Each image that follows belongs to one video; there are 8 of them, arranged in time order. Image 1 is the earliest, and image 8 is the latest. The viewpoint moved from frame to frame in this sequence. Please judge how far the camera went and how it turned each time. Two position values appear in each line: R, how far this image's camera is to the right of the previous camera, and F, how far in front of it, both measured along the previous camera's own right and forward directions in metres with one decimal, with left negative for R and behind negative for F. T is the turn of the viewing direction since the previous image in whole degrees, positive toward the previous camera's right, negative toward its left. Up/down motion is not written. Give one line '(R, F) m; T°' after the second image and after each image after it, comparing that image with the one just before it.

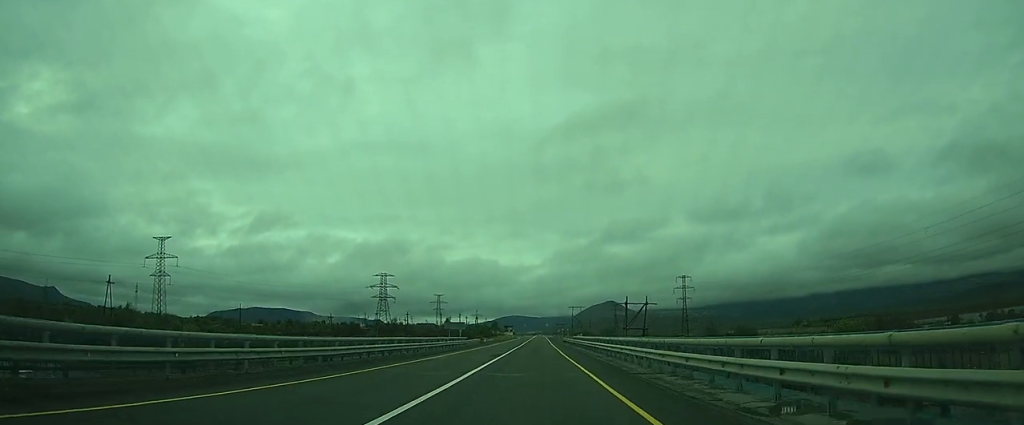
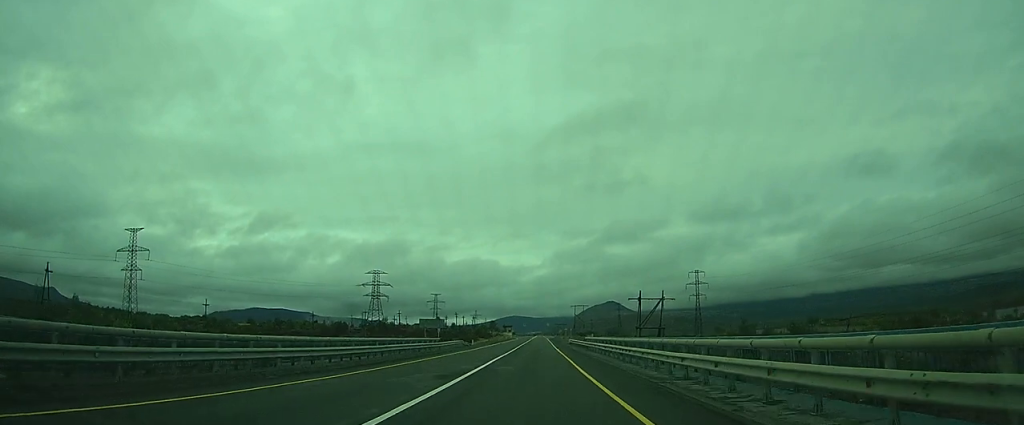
(0.0, +18.0) m; 0°
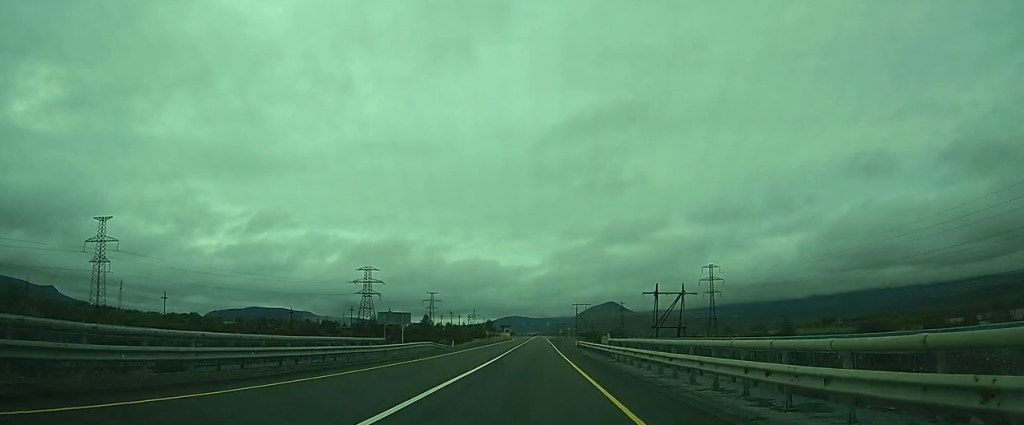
(0.0, +17.3) m; -1°
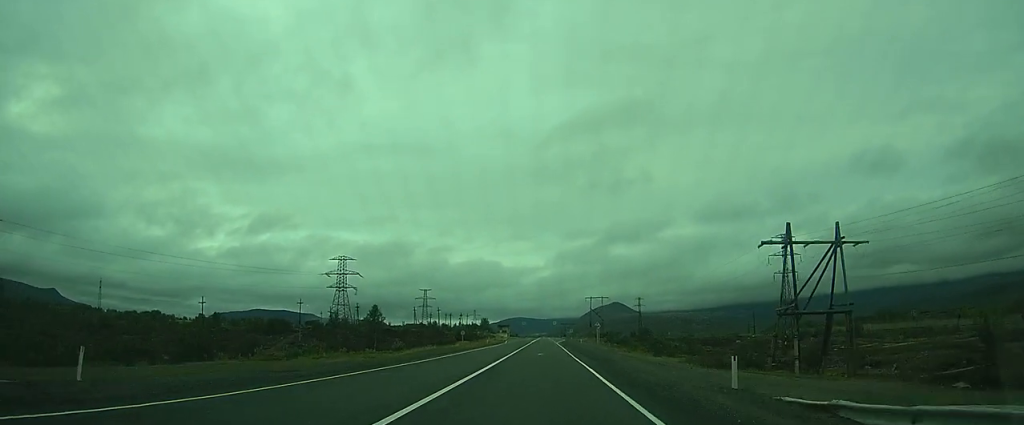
(-0.2, +53.0) m; +1°
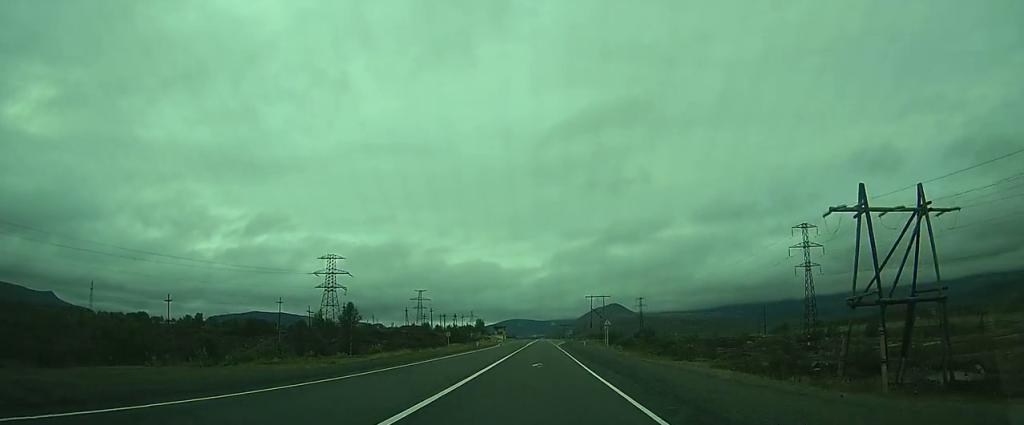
(+0.1, +12.3) m; +1°
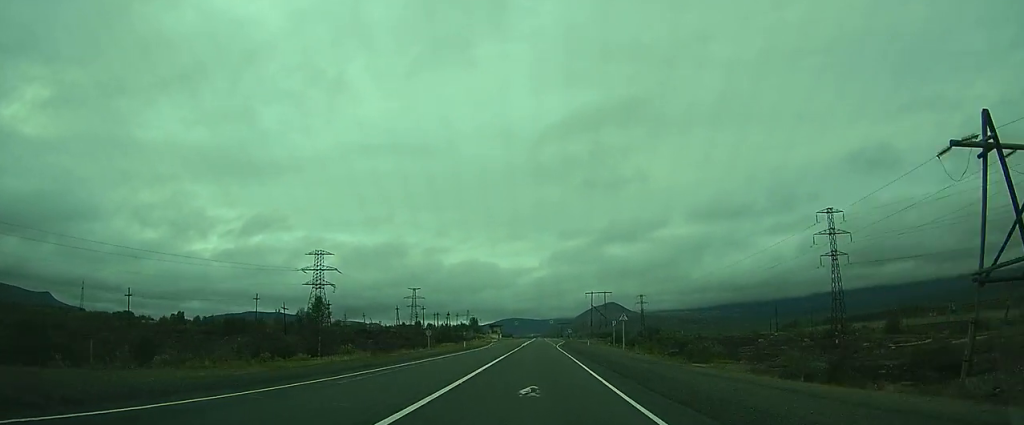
(0.0, +12.3) m; 0°
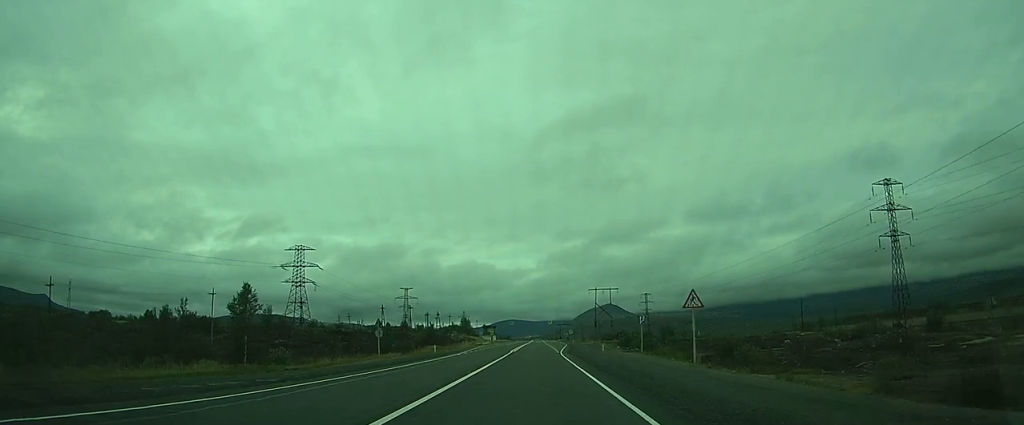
(+0.1, +20.3) m; 0°
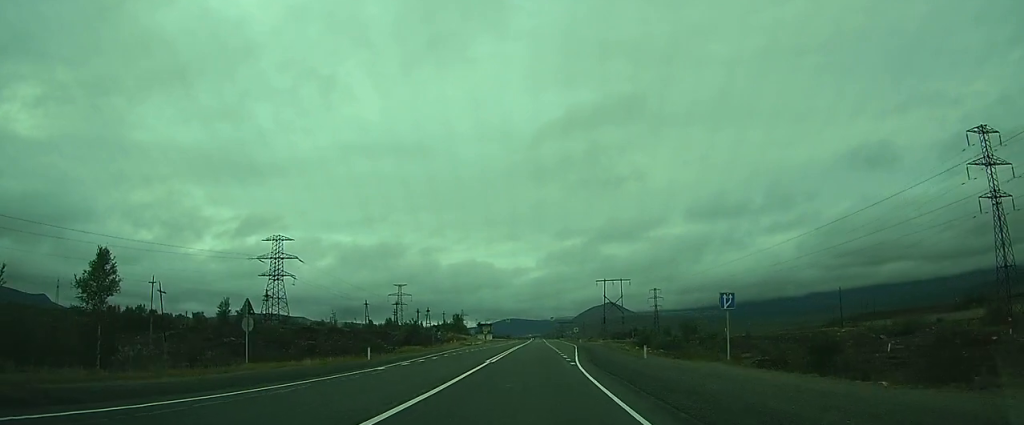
(+0.1, +22.5) m; 0°
